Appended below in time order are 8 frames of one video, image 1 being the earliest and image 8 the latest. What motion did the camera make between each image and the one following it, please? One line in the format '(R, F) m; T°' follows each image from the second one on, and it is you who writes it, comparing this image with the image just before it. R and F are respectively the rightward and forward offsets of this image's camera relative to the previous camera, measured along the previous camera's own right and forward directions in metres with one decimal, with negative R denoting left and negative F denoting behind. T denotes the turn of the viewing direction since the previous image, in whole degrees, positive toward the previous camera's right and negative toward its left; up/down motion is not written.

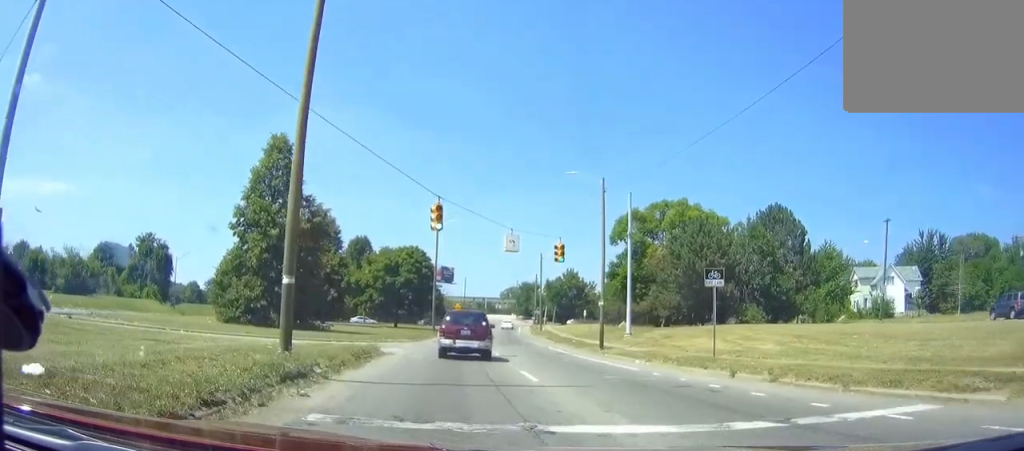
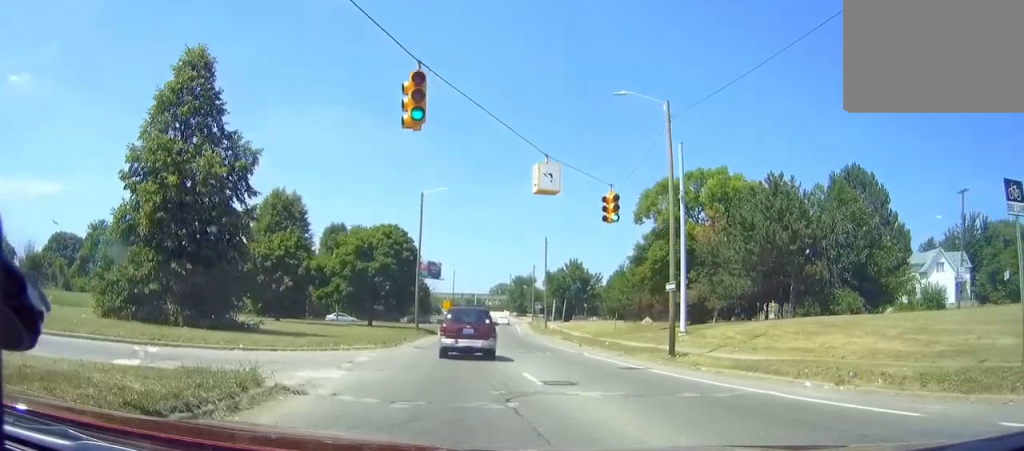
(+0.2, +13.9) m; +1°
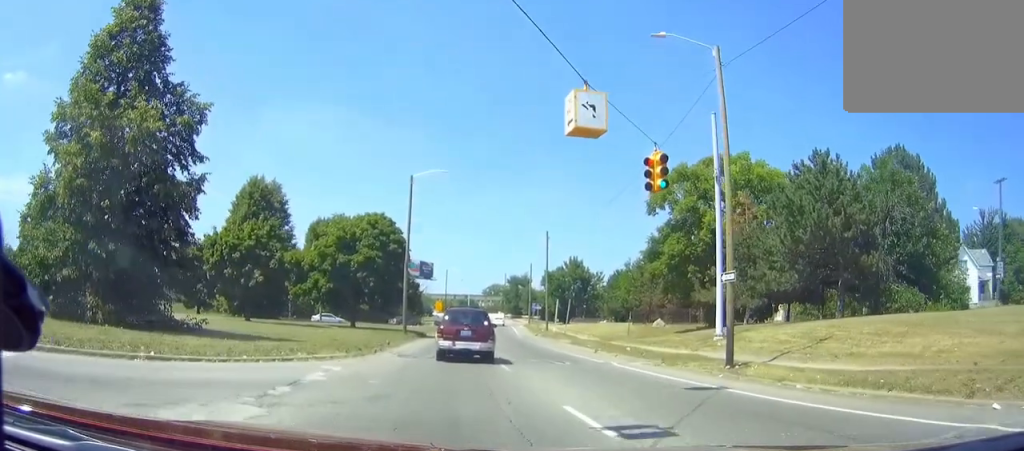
(0.0, +6.2) m; 0°
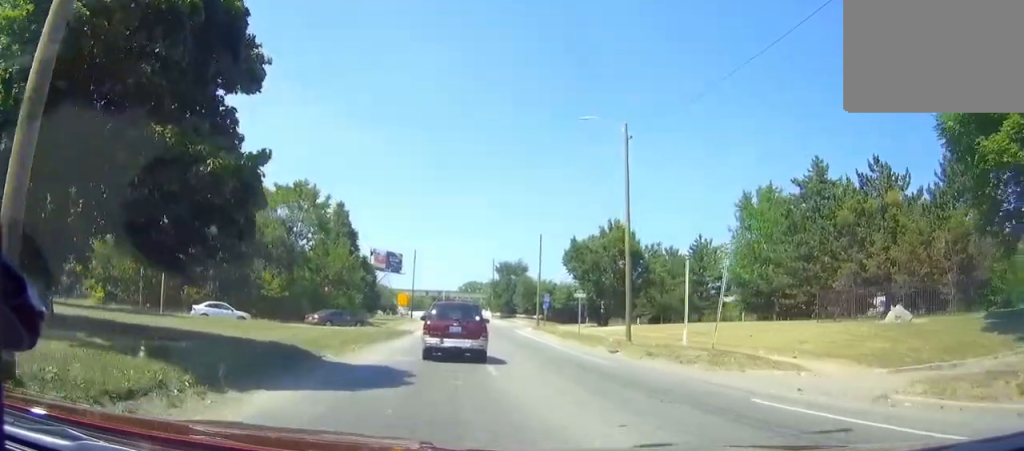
(+1.4, +40.3) m; +3°
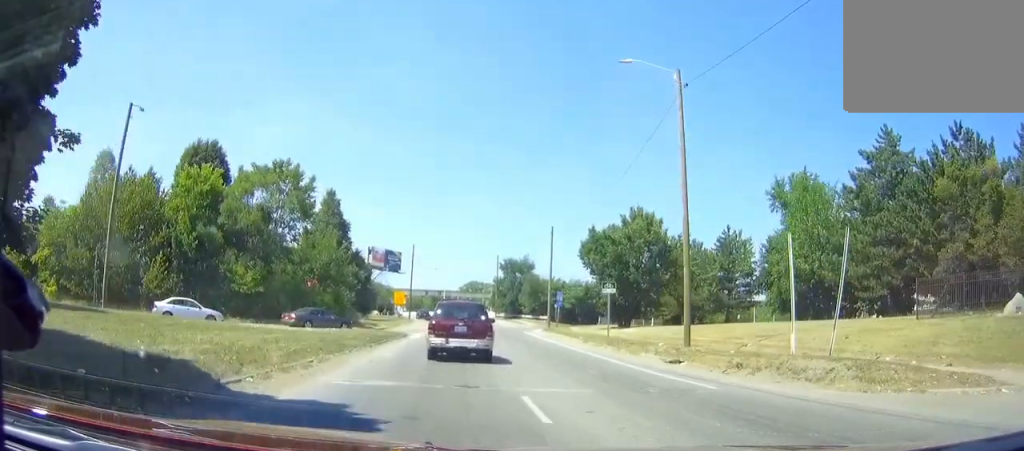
(0.0, +8.1) m; 0°
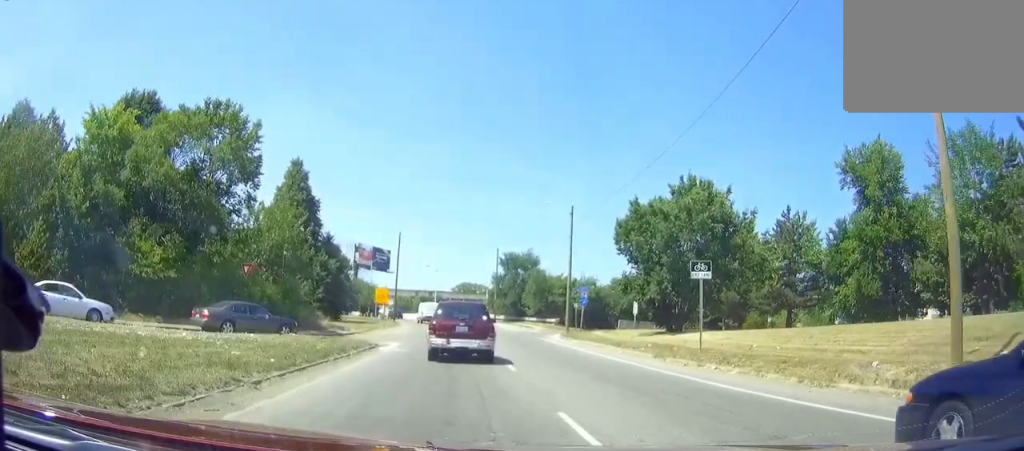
(+0.2, +15.9) m; +1°
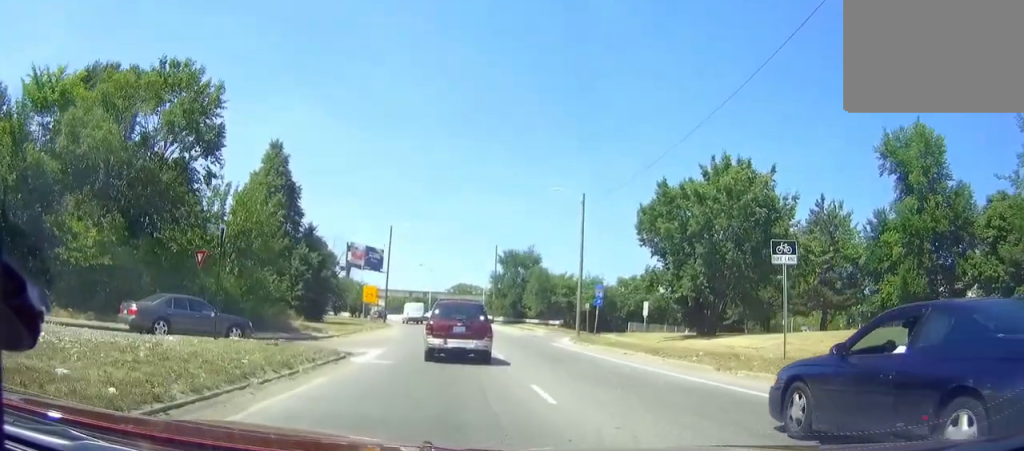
(0.0, +7.4) m; 0°
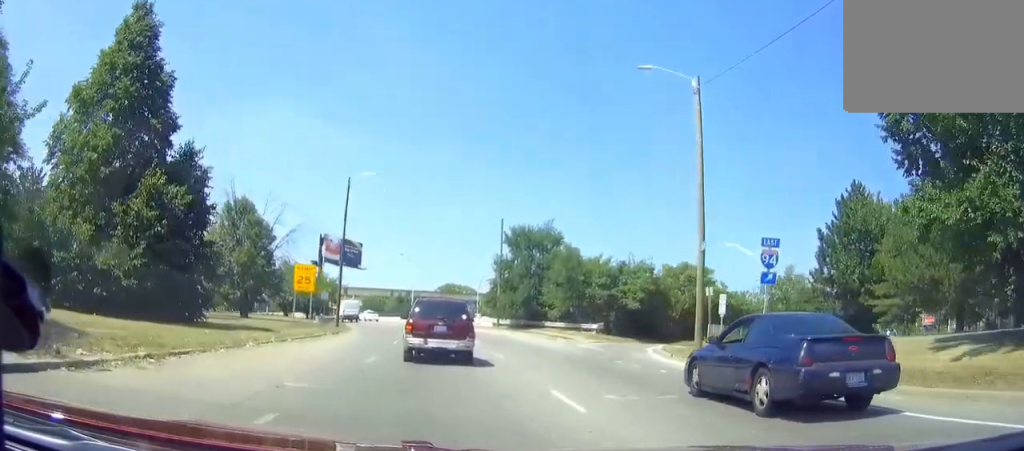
(+0.4, +27.1) m; +1°
